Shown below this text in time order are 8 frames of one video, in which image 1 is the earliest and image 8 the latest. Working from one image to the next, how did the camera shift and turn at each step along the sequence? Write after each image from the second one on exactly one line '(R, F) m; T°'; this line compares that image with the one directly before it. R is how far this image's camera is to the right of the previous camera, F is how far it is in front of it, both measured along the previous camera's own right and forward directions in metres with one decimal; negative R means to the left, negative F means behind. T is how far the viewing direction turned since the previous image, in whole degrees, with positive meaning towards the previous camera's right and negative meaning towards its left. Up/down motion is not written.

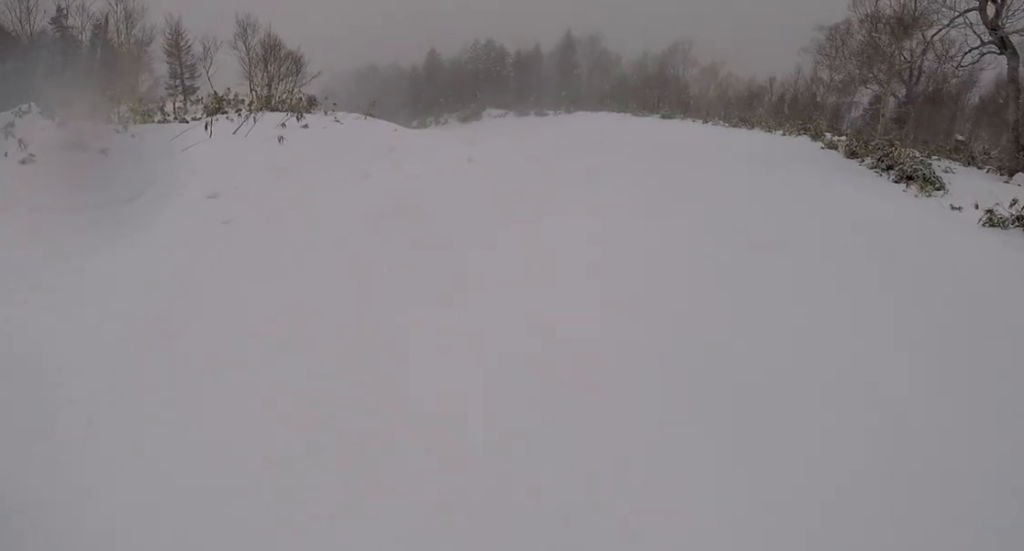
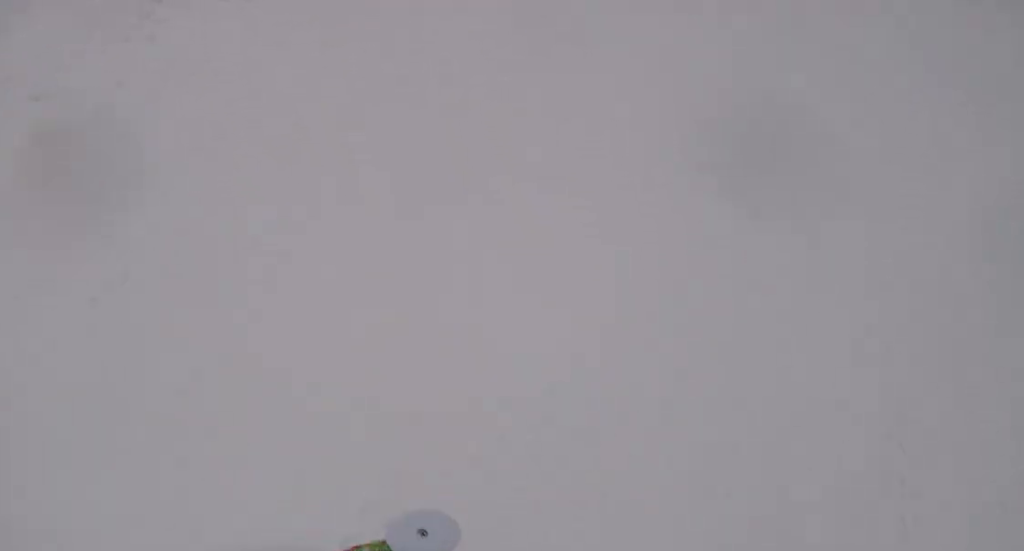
(0.0, +7.5) m; -1°
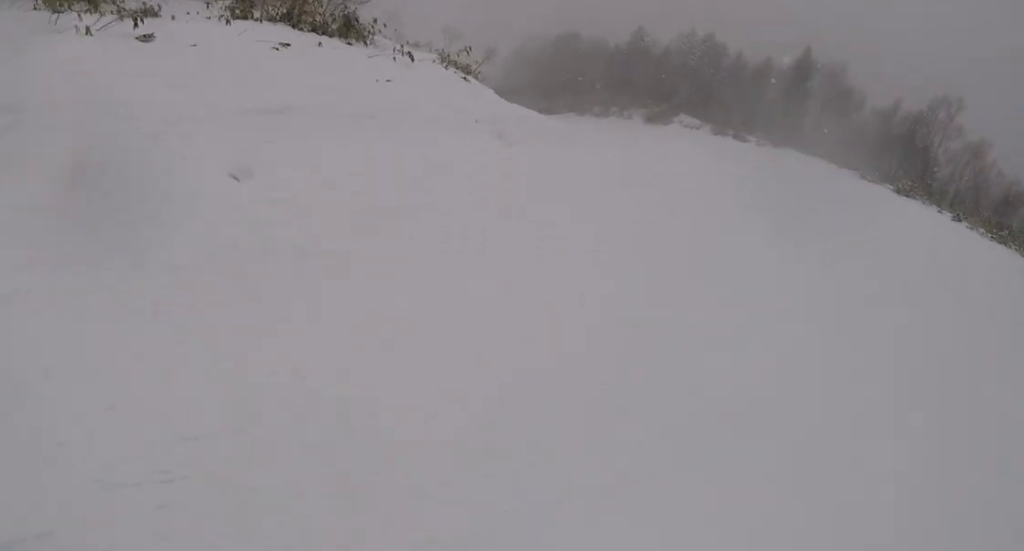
(+0.1, +6.1) m; -9°
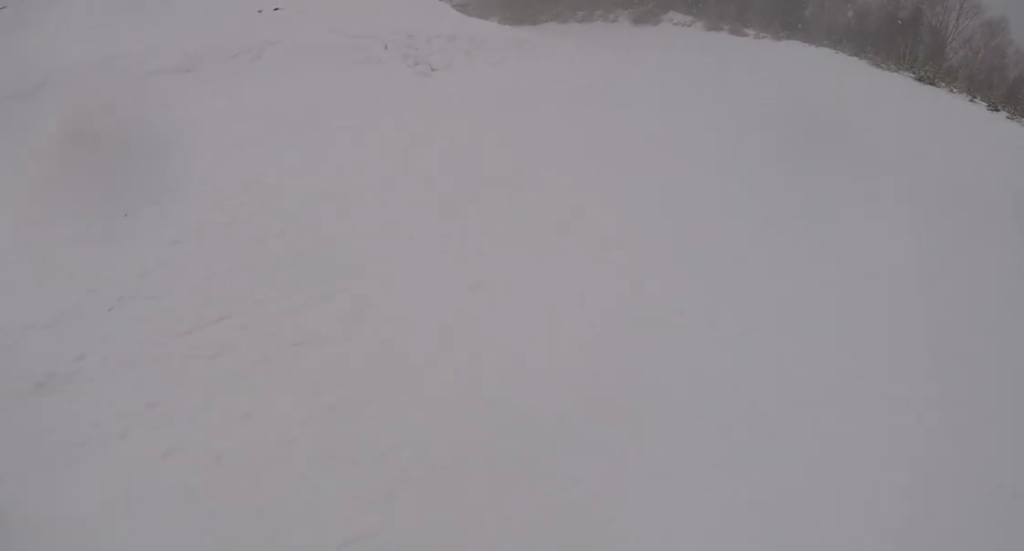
(-0.7, +3.6) m; 0°
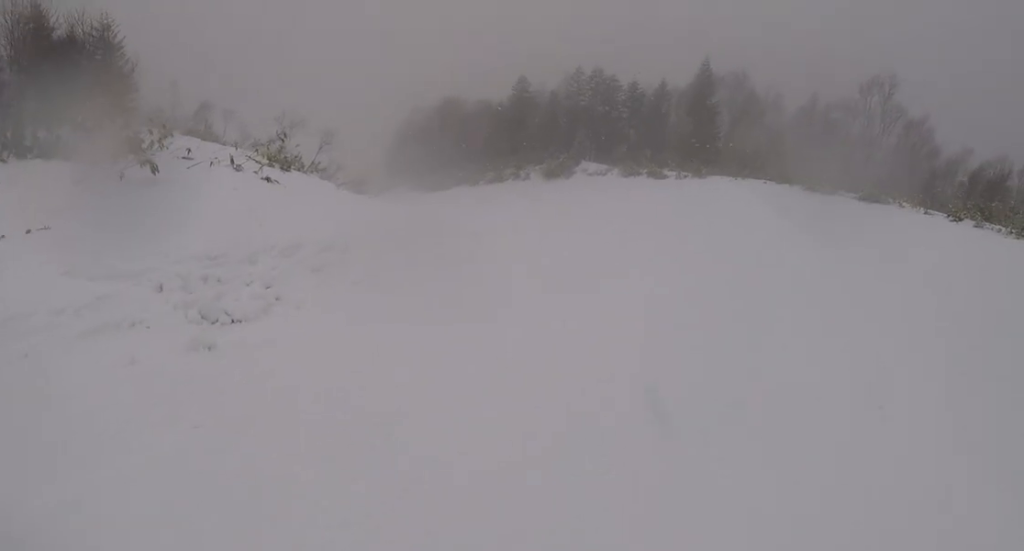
(-0.3, +4.3) m; +2°
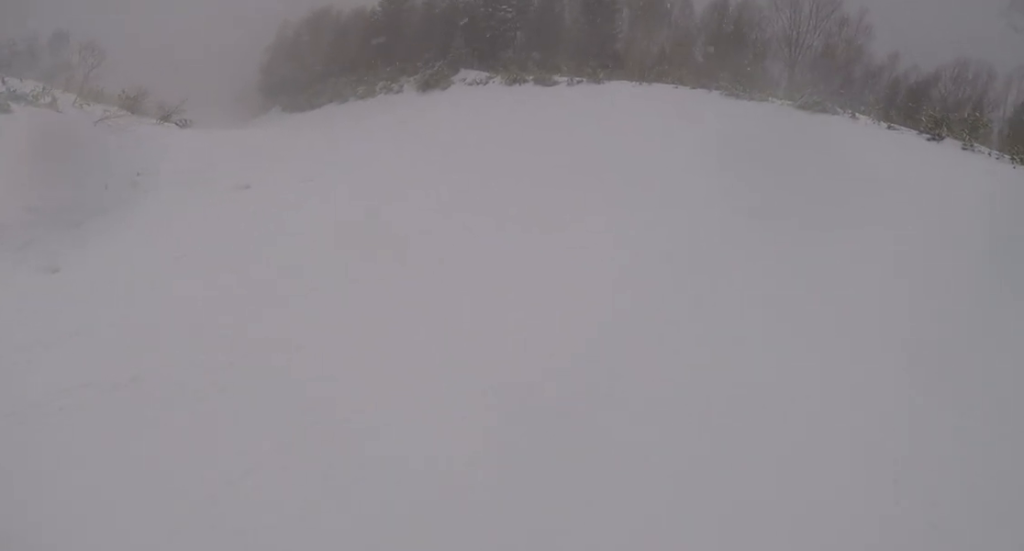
(+0.9, +5.8) m; +7°
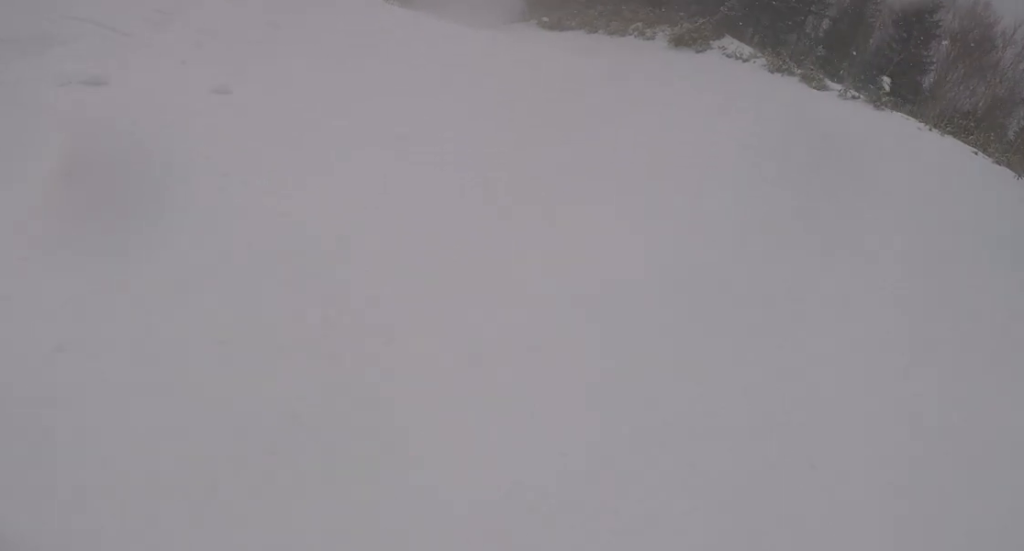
(-0.3, +6.4) m; -12°
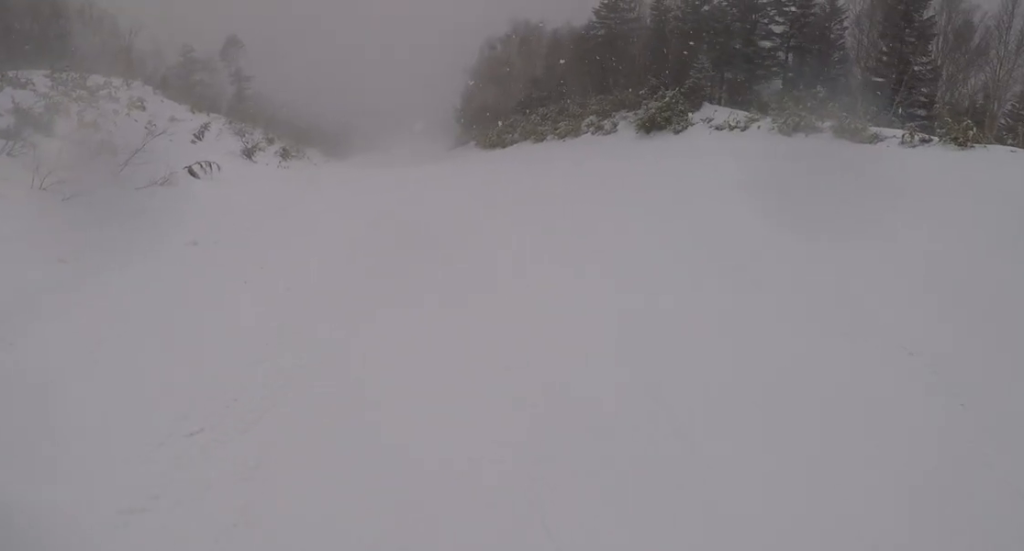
(-1.9, +8.2) m; -14°
